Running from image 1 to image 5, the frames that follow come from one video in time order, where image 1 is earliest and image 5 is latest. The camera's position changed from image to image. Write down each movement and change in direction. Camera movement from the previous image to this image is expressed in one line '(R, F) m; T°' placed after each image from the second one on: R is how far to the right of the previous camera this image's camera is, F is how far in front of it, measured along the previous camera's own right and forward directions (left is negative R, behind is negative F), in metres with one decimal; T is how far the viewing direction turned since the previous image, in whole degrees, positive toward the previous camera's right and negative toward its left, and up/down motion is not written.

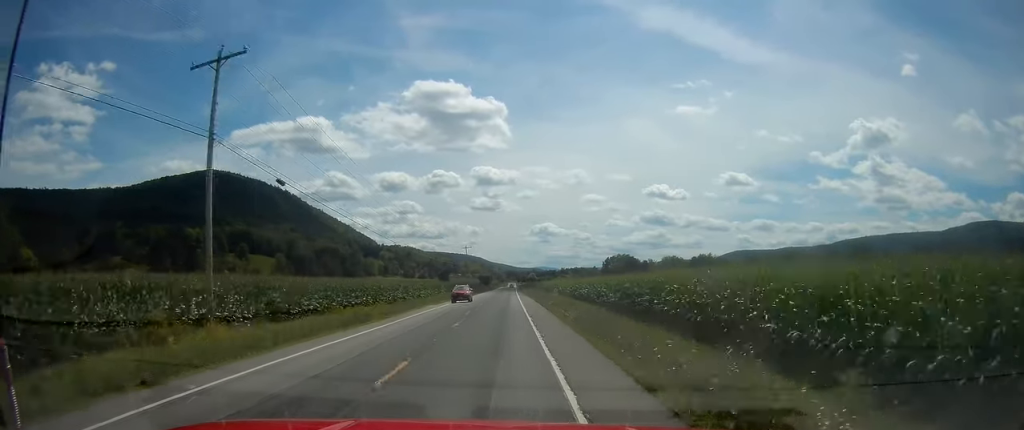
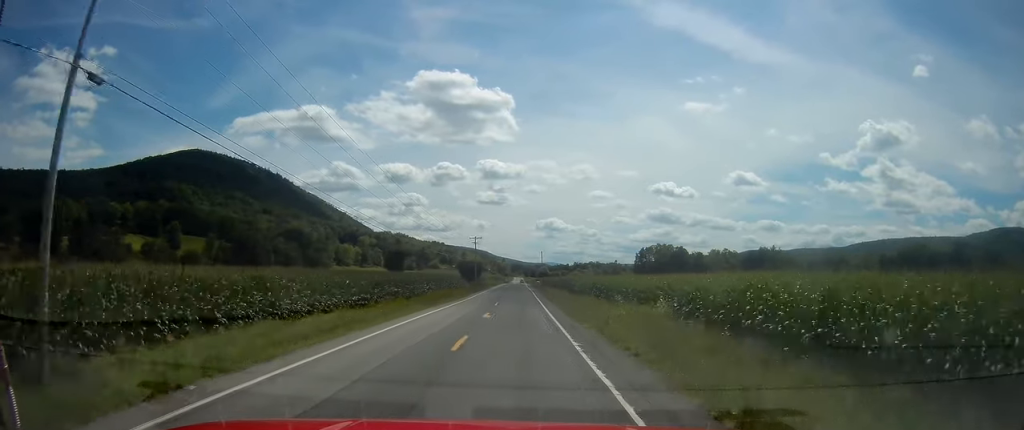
(-1.0, +118.4) m; 0°
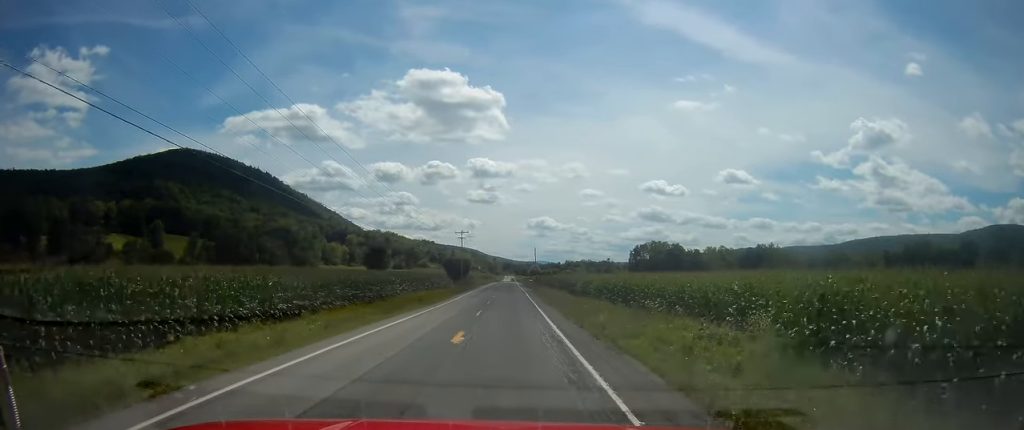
(0.0, +11.0) m; 0°
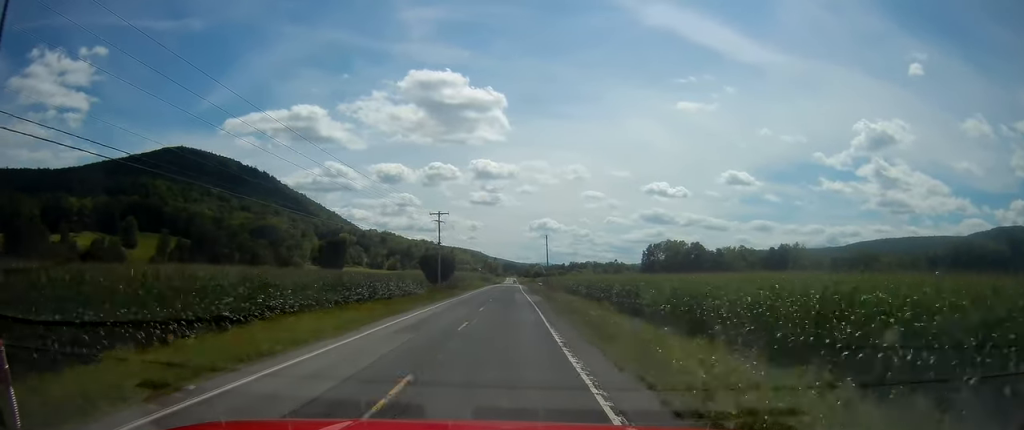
(+0.3, +33.0) m; 0°
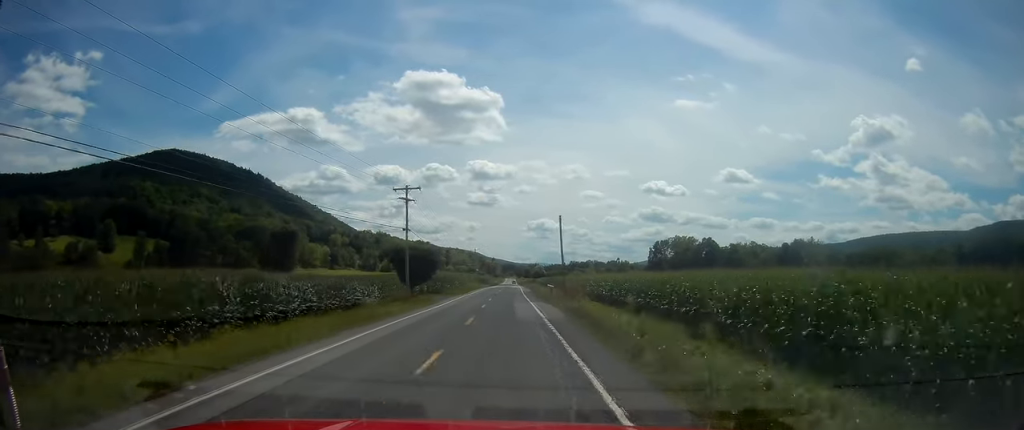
(-0.2, +21.1) m; 0°
